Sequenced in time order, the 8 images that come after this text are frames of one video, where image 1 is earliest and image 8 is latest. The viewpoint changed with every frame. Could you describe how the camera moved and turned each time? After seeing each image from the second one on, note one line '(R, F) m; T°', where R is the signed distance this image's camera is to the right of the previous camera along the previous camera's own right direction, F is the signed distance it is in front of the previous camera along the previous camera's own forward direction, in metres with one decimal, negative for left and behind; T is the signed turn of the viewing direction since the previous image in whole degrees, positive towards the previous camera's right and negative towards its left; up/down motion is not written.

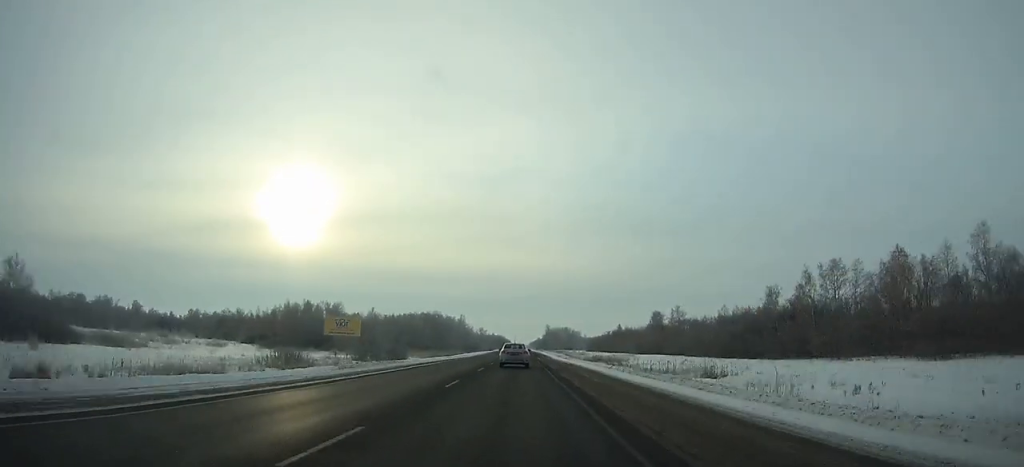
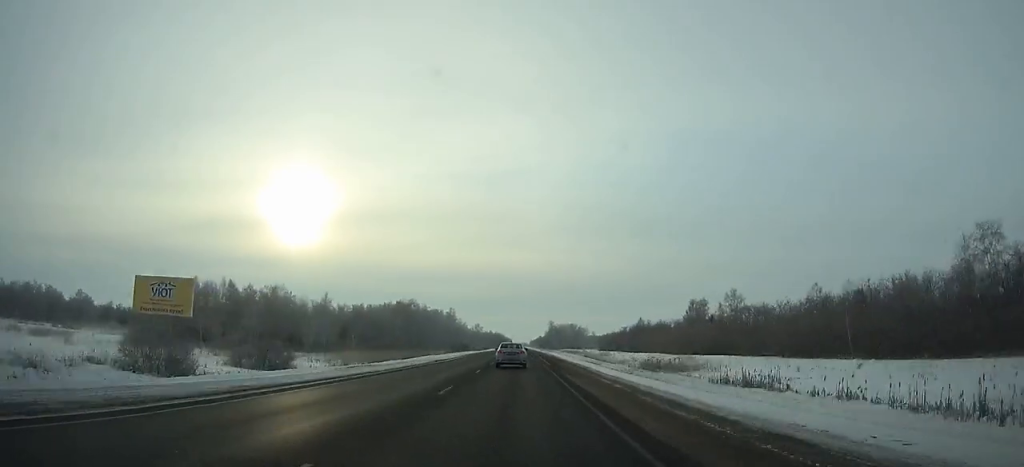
(0.0, +50.6) m; 0°
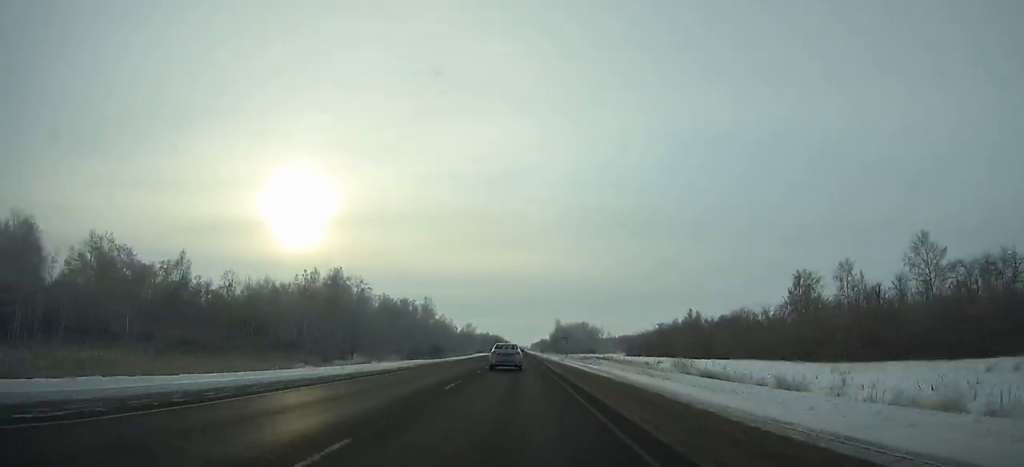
(0.0, +69.7) m; 0°
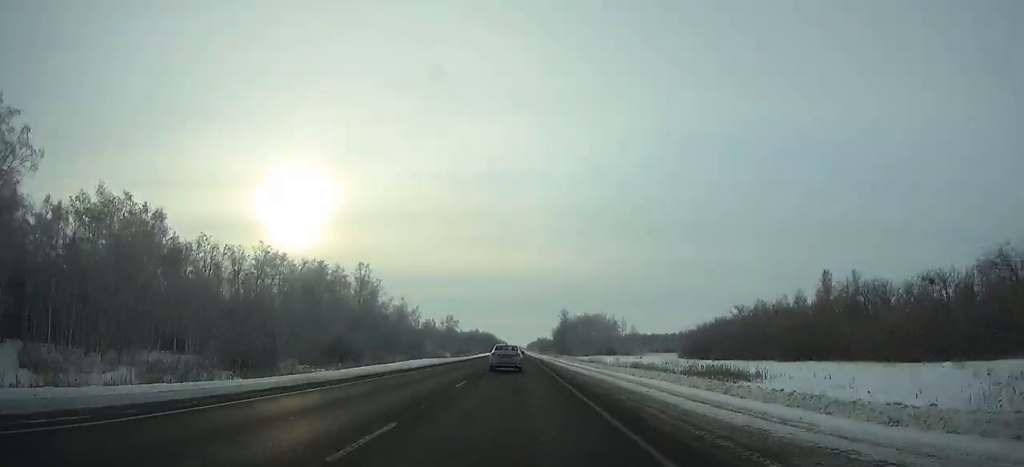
(0.0, +78.9) m; 0°
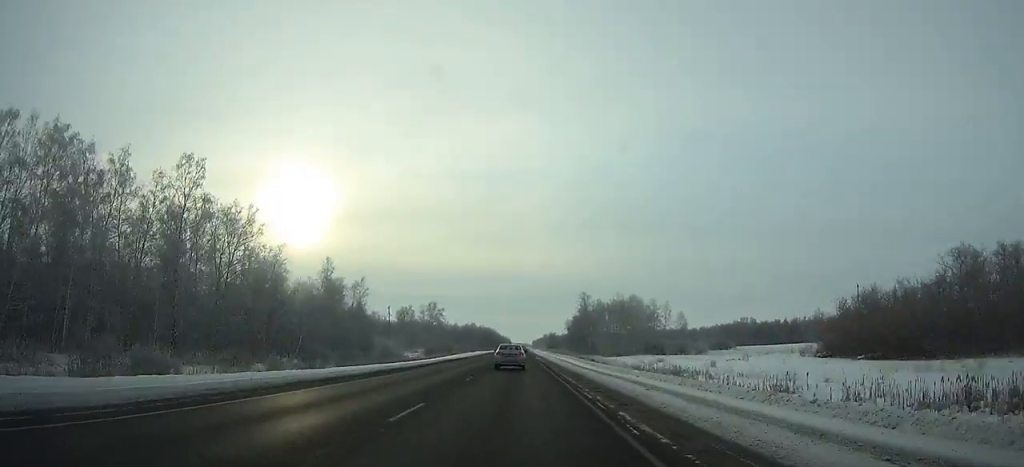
(0.0, +69.1) m; 0°
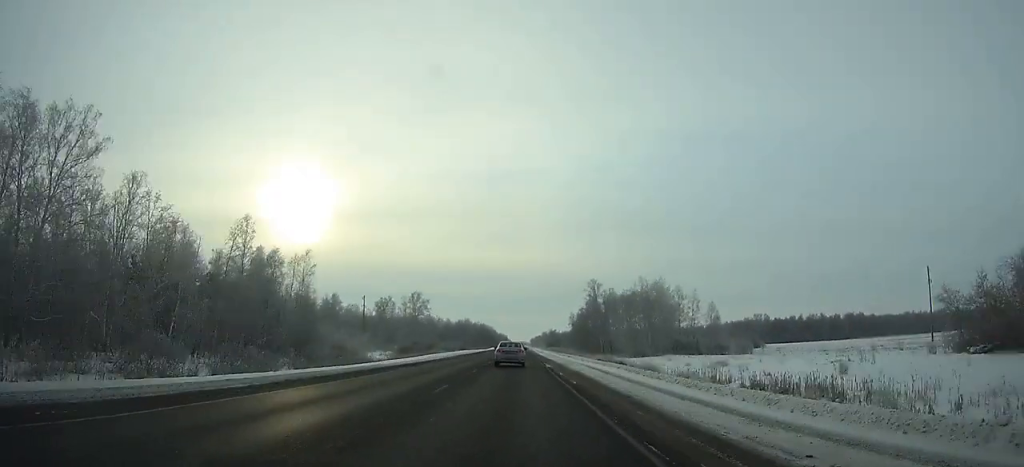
(+0.1, +31.0) m; 0°
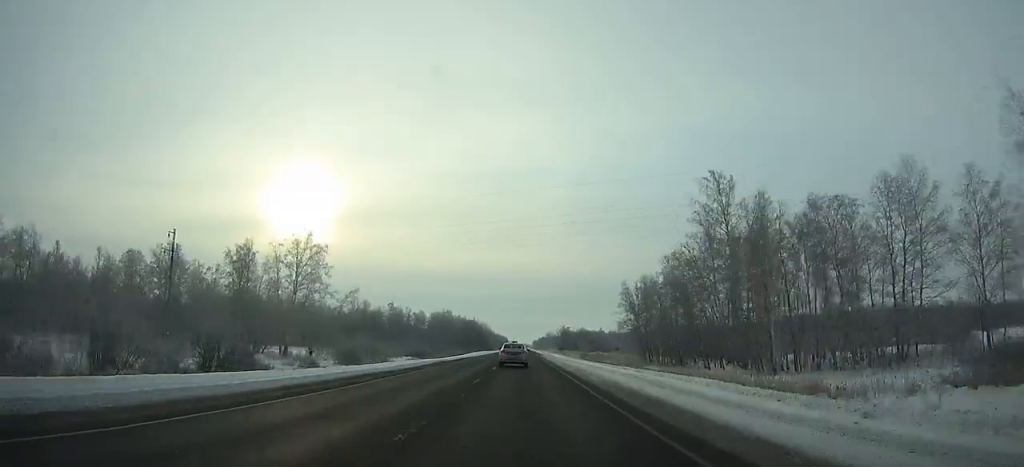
(+0.1, +102.9) m; 0°
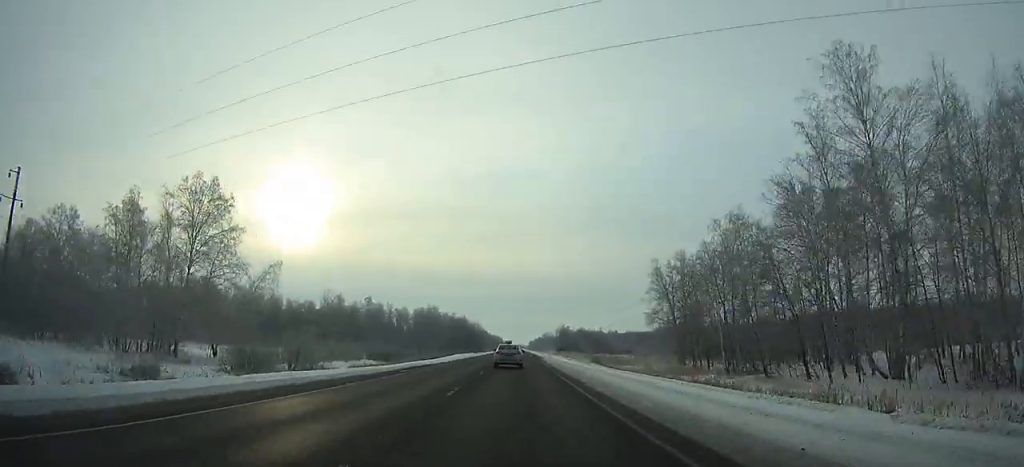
(+0.2, +28.8) m; 0°
